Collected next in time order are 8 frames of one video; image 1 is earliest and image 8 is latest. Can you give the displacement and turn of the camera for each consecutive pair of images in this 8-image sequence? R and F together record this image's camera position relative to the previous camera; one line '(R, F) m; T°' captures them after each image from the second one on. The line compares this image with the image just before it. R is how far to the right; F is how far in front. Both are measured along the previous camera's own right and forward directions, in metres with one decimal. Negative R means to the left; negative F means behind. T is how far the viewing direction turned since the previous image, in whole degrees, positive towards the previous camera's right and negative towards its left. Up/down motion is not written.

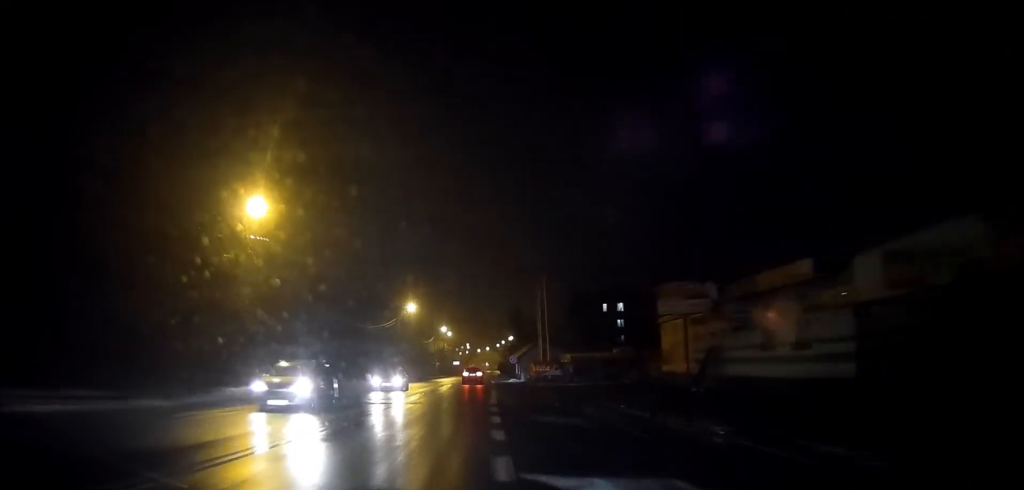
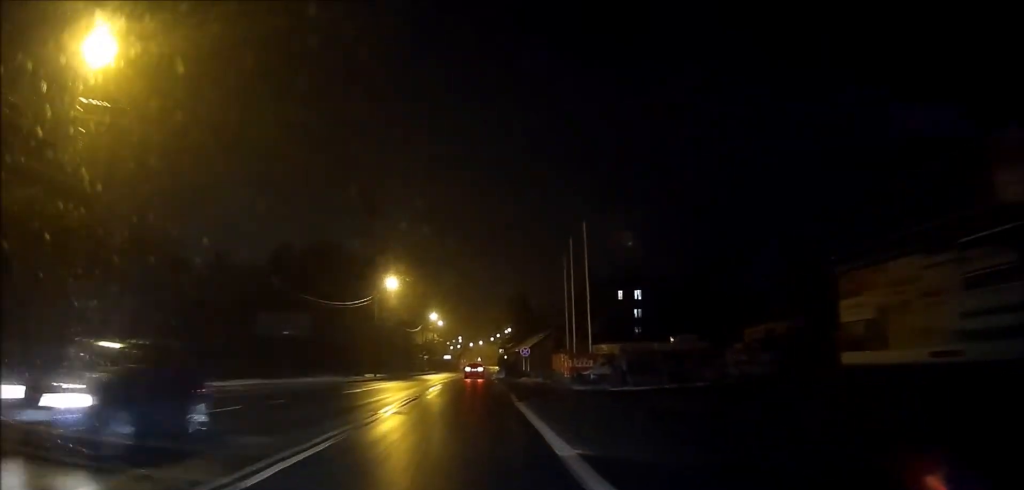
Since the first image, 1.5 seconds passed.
(+0.3, +17.5) m; +1°
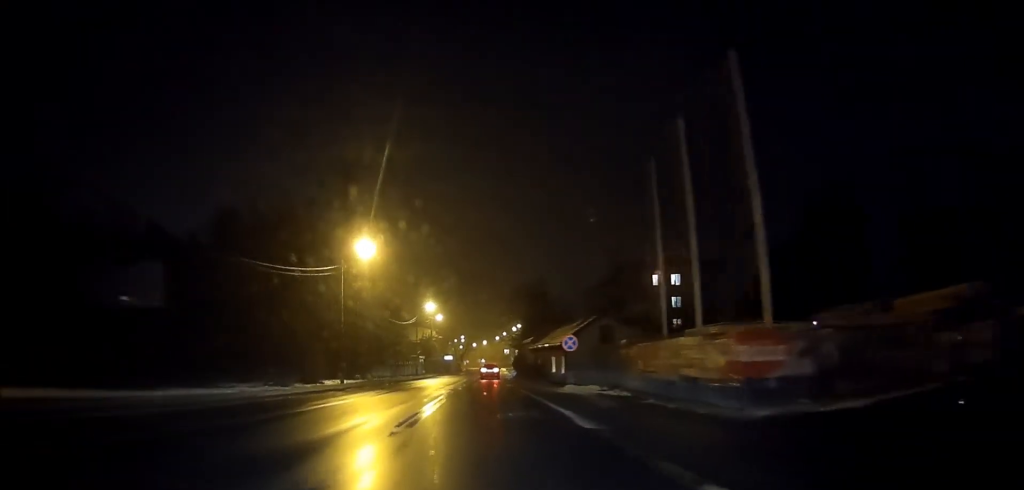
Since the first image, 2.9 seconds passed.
(+0.1, +18.5) m; 0°
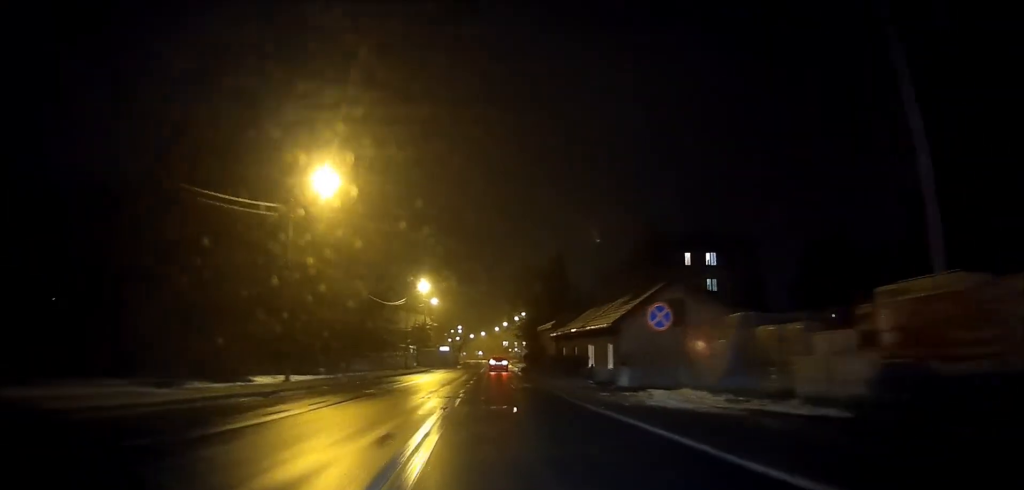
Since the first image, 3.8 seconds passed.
(0.0, +13.3) m; 0°
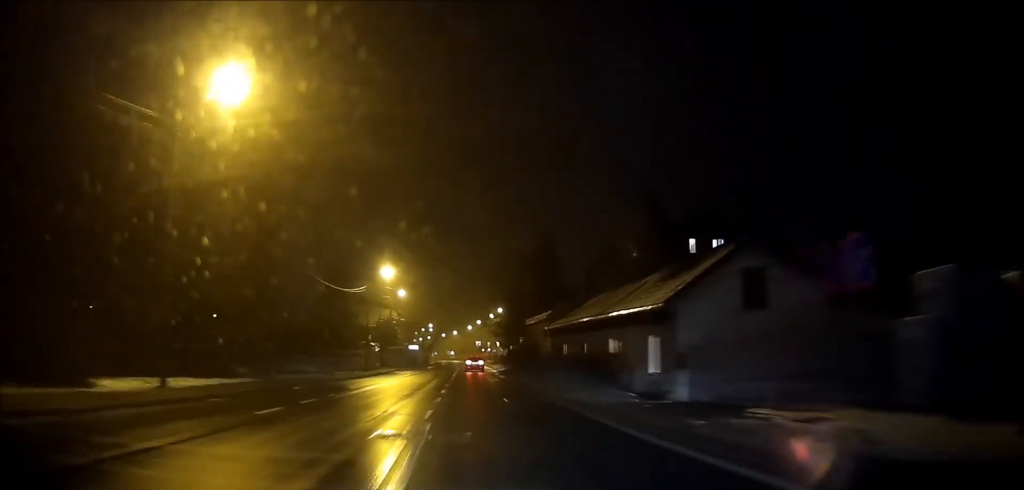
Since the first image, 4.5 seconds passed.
(0.0, +9.9) m; +1°
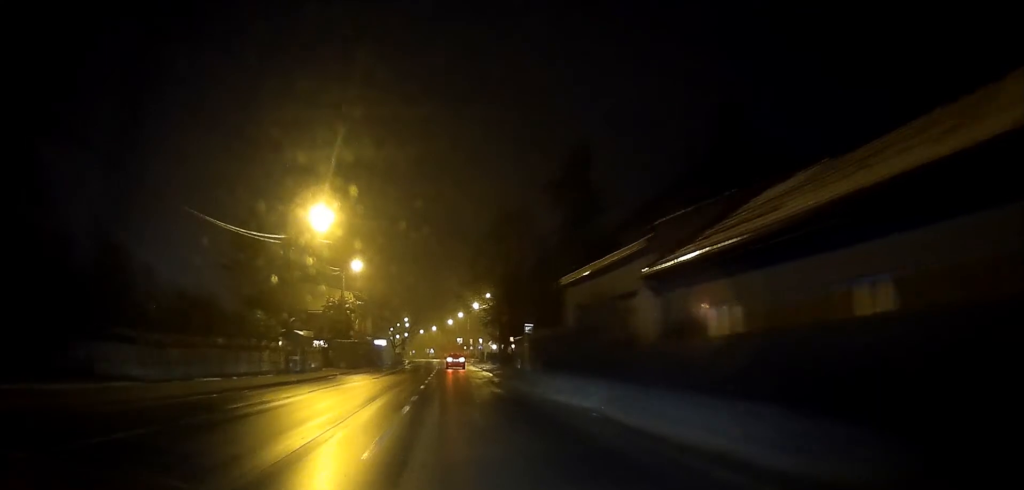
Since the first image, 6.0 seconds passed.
(+0.5, +22.9) m; +2°
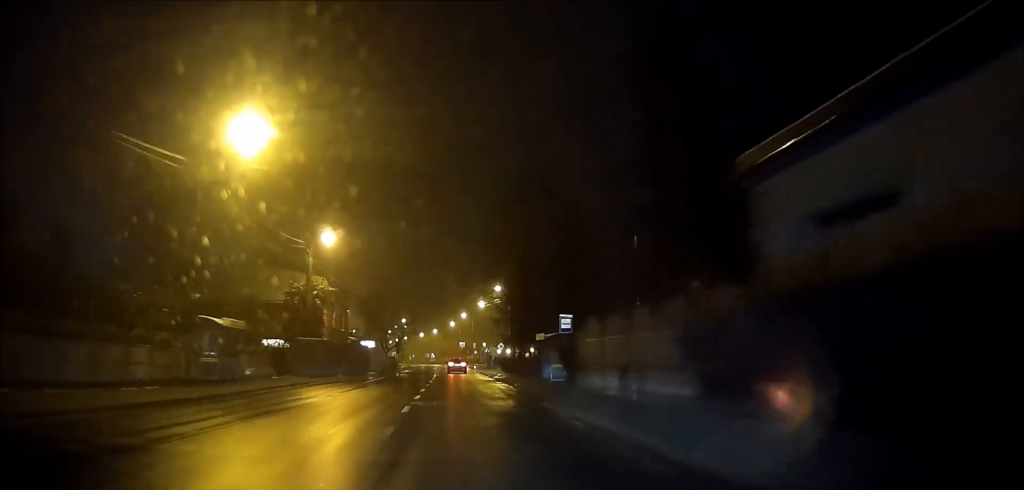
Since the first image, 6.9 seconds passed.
(+0.2, +16.0) m; 0°
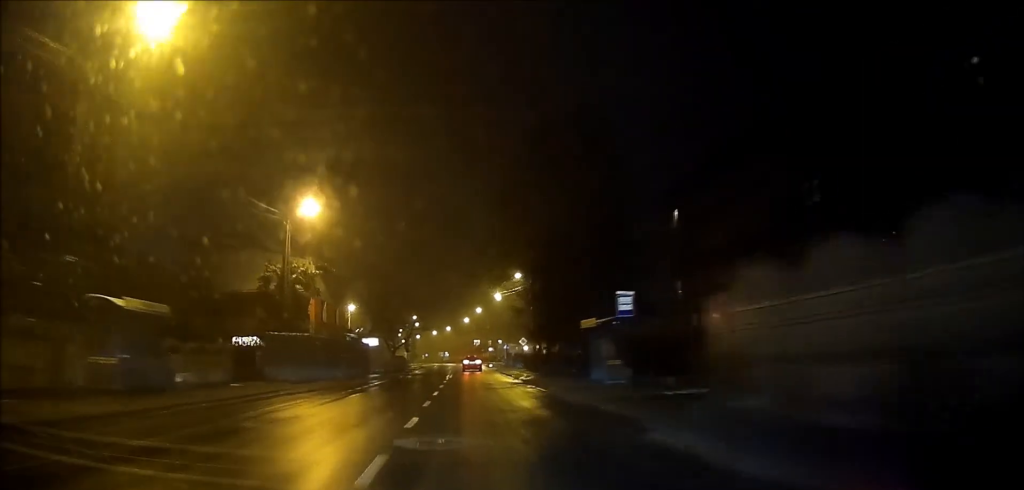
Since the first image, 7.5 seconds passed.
(0.0, +10.0) m; 0°
